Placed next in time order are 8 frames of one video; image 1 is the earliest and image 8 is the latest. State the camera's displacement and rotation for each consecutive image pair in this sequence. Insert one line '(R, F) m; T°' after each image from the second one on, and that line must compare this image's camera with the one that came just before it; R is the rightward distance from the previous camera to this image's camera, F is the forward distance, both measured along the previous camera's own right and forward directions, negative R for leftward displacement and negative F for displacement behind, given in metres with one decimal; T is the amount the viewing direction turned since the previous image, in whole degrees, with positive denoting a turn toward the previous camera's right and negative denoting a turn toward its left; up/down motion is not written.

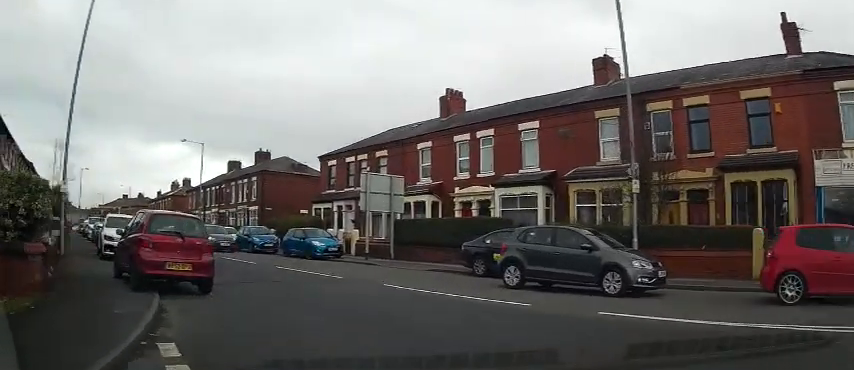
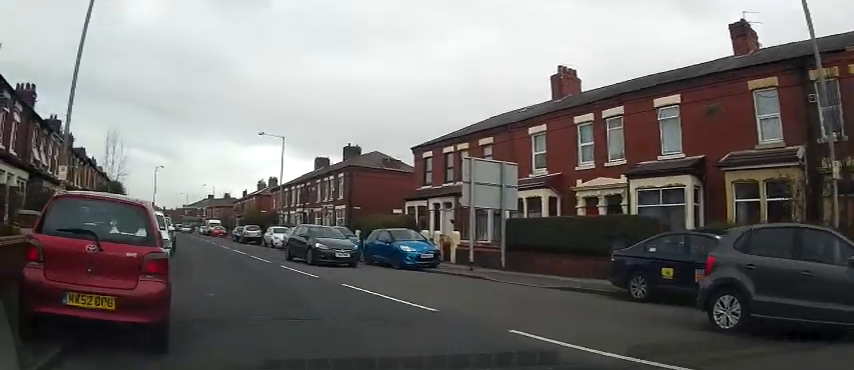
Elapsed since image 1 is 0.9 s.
(-0.5, +4.8) m; -13°
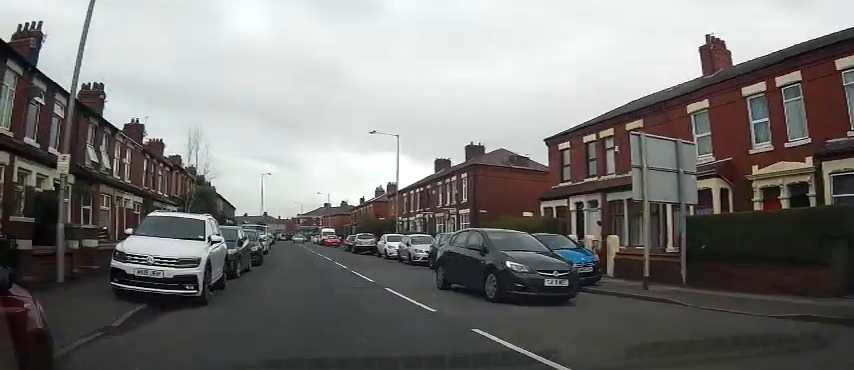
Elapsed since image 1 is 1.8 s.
(-0.6, +4.9) m; -12°
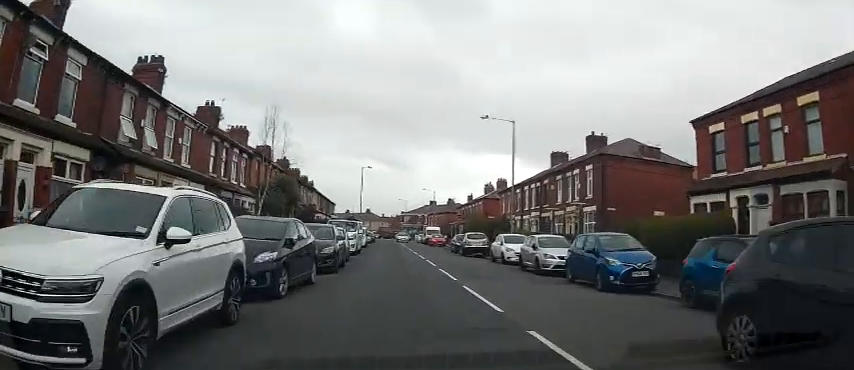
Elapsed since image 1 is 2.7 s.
(-0.5, +5.5) m; -7°
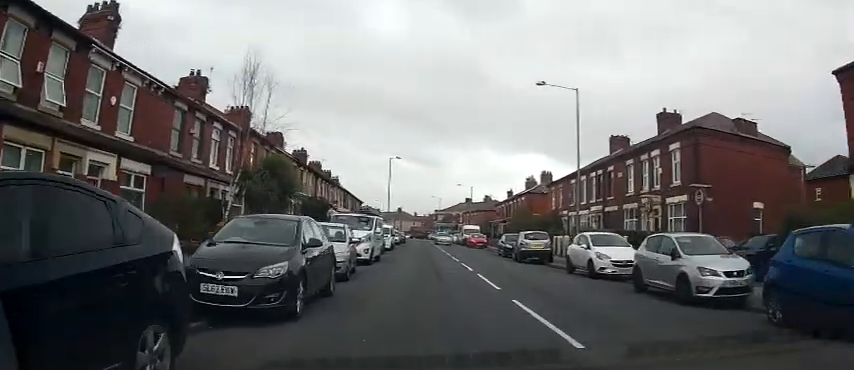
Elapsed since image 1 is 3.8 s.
(-0.4, +8.5) m; -4°
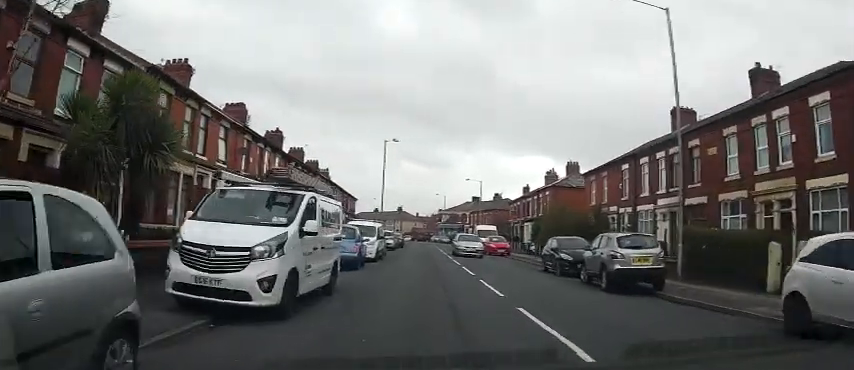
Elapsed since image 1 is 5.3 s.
(-0.2, +12.3) m; -2°
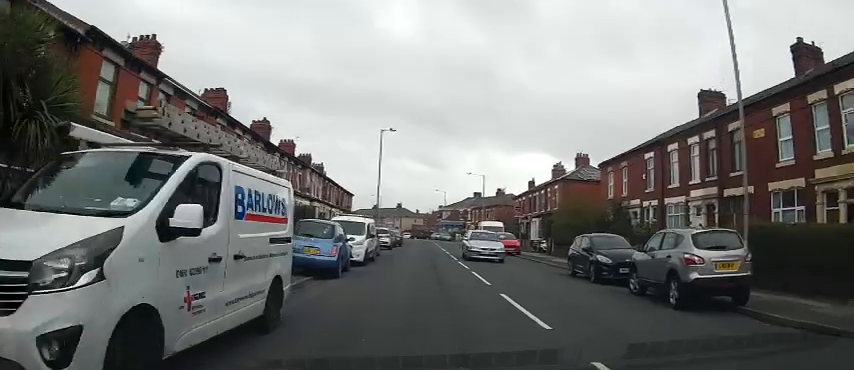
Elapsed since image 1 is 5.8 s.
(0.0, +4.3) m; 0°
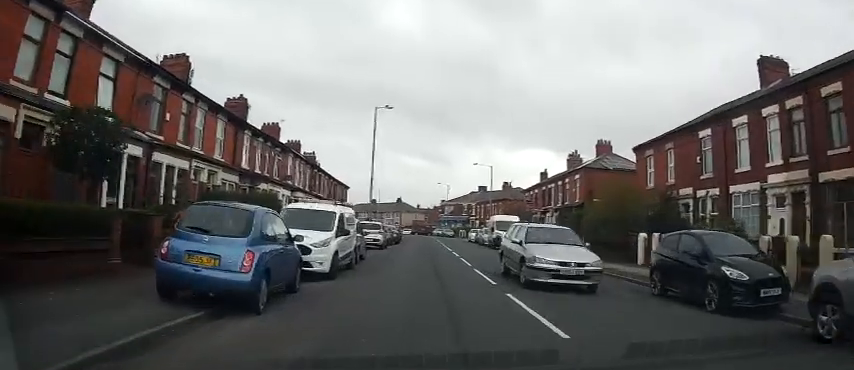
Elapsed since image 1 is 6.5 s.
(0.0, +7.2) m; 0°
